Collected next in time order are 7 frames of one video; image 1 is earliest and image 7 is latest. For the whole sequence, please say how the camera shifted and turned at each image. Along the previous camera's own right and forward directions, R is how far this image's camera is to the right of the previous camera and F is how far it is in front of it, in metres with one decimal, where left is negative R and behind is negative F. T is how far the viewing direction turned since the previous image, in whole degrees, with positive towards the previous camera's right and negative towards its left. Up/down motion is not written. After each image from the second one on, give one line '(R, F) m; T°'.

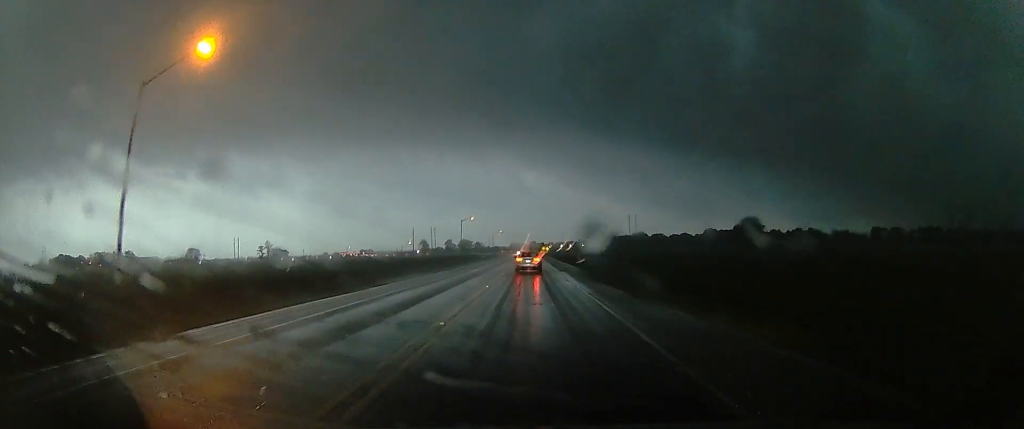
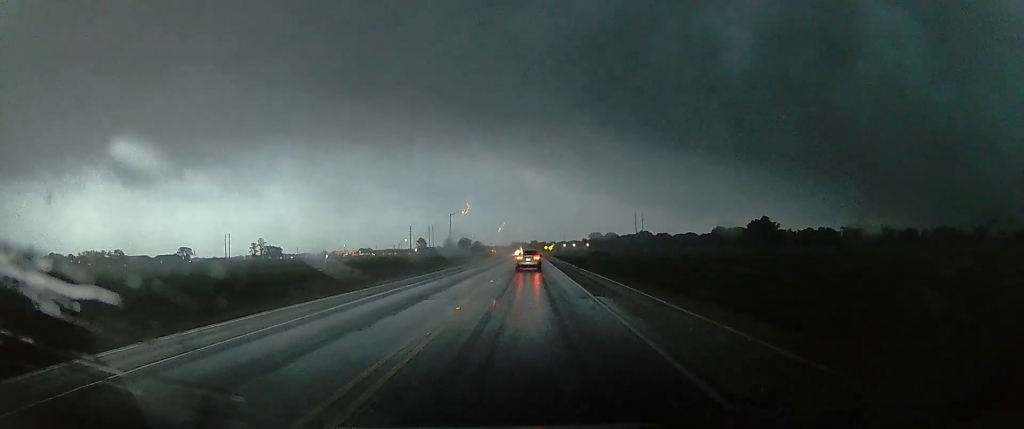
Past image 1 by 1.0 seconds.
(-0.2, +21.3) m; 0°
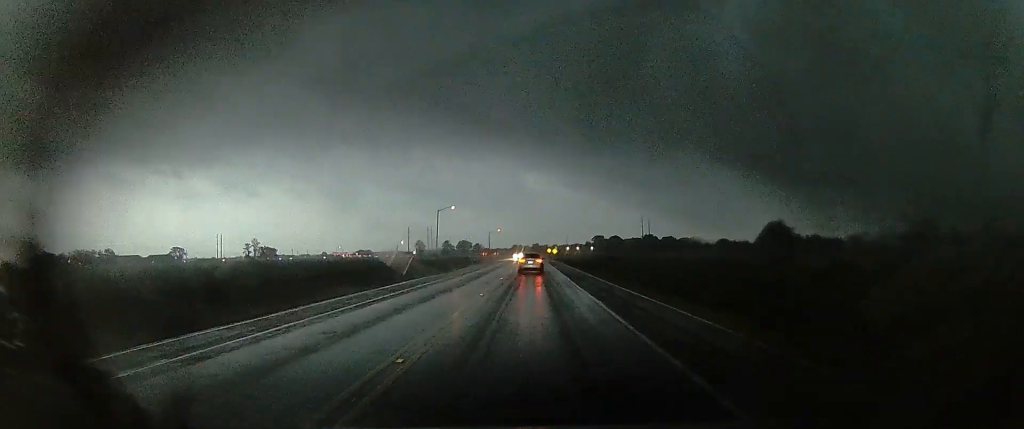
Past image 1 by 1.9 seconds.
(+0.2, +18.4) m; 0°
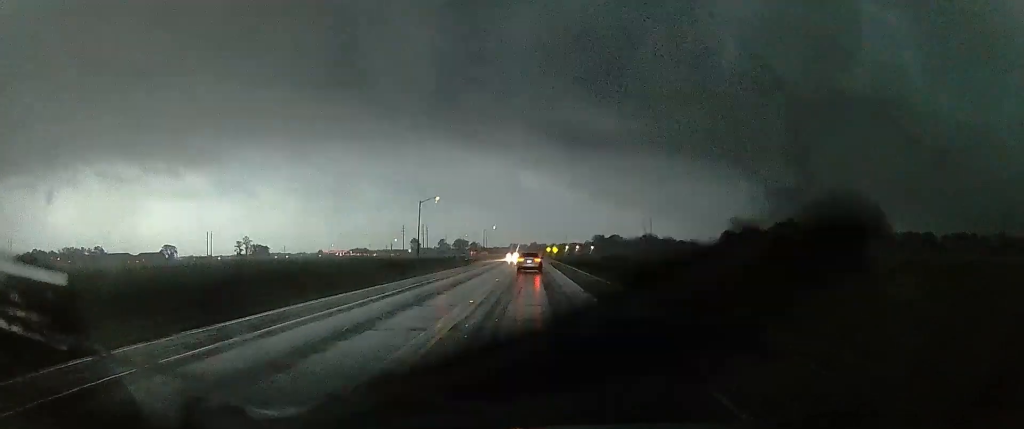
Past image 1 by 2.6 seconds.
(0.0, +15.1) m; +2°
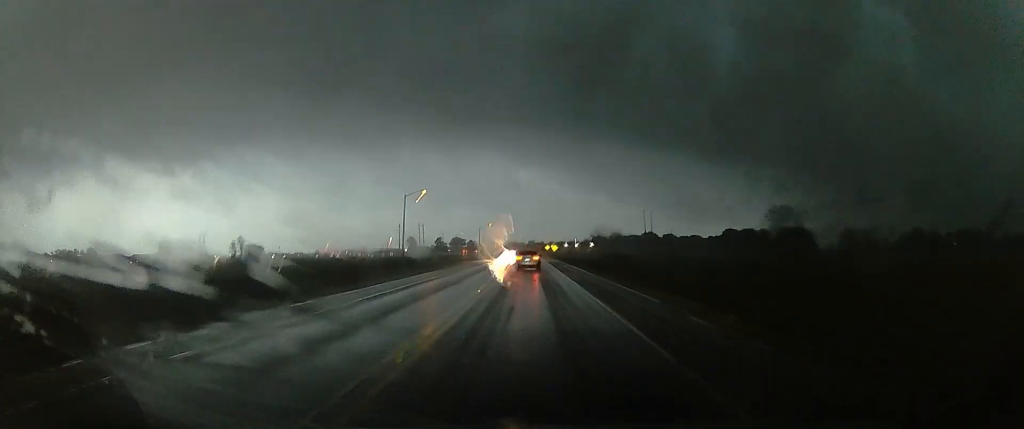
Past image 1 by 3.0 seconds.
(-0.2, +8.7) m; +1°
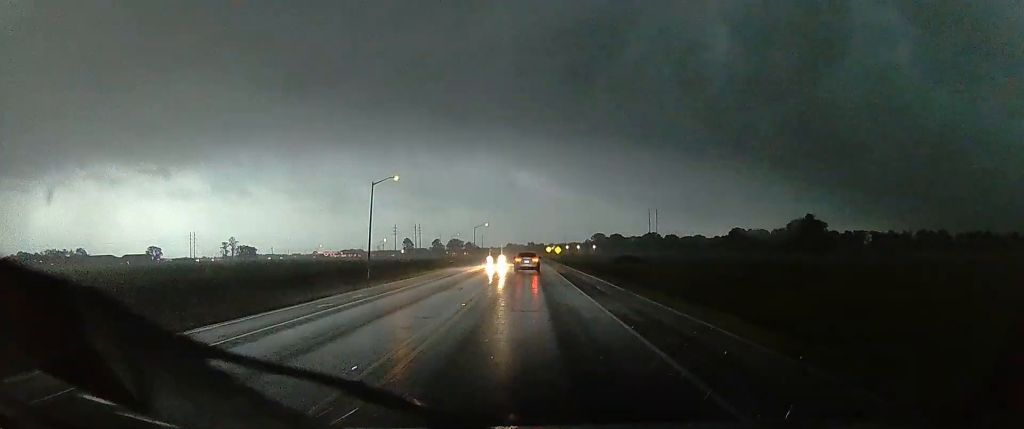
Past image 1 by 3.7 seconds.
(+0.7, +16.1) m; 0°
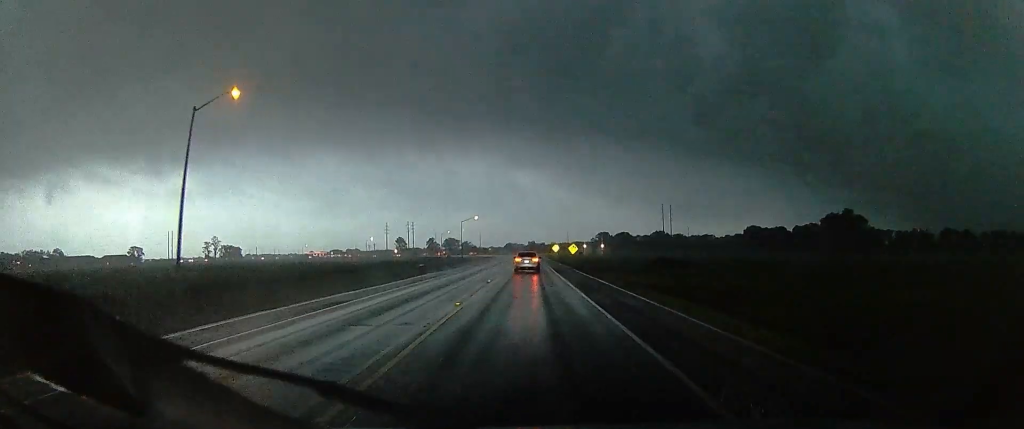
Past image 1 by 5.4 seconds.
(-0.3, +36.7) m; 0°
